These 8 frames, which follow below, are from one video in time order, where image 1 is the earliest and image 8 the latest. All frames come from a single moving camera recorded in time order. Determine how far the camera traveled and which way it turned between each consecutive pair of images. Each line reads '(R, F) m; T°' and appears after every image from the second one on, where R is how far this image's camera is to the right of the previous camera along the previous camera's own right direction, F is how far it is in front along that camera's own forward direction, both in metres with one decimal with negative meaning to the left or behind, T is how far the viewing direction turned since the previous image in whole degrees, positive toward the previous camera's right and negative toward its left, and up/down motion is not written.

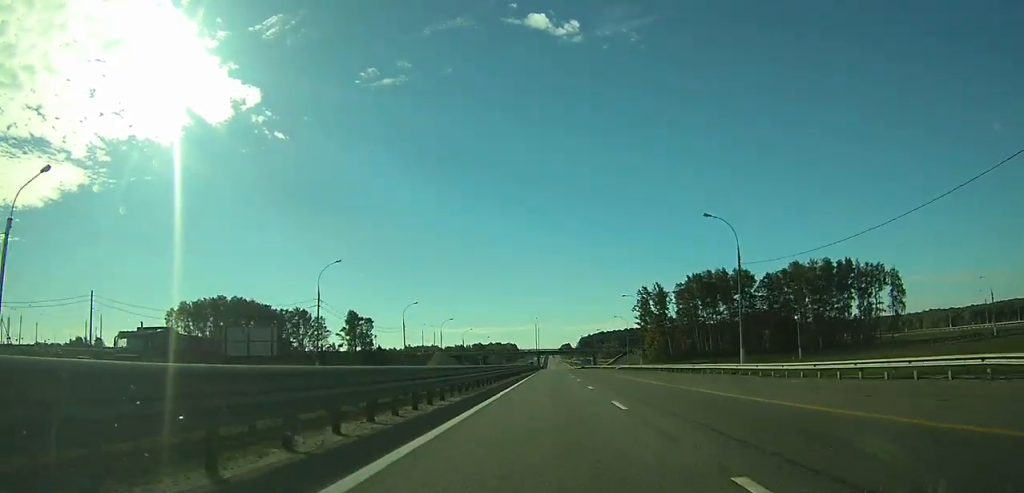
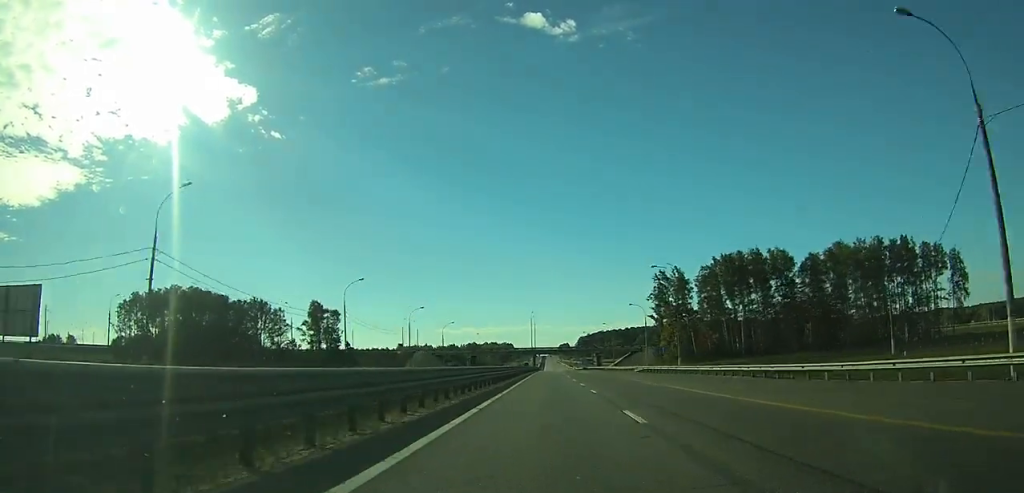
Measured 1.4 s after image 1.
(0.0, +28.3) m; 0°
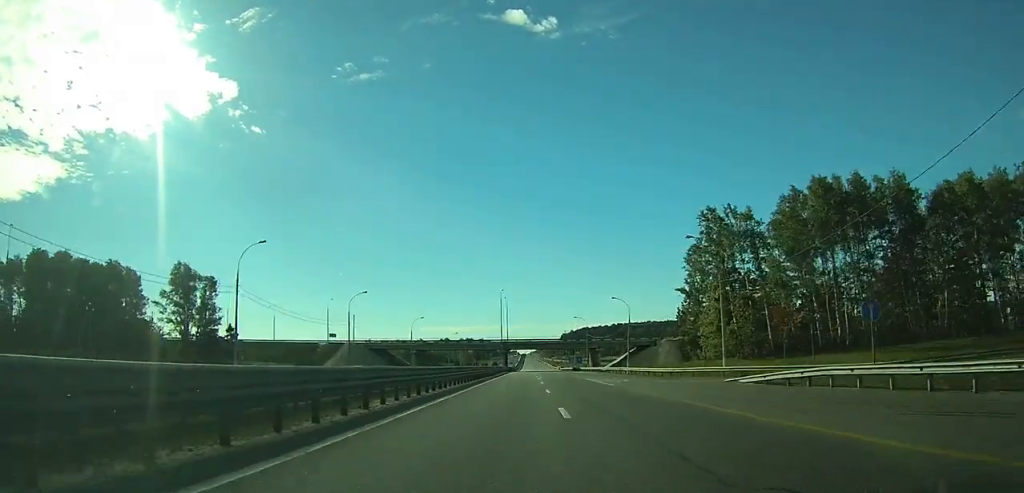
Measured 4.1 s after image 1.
(+0.5, +53.1) m; +1°
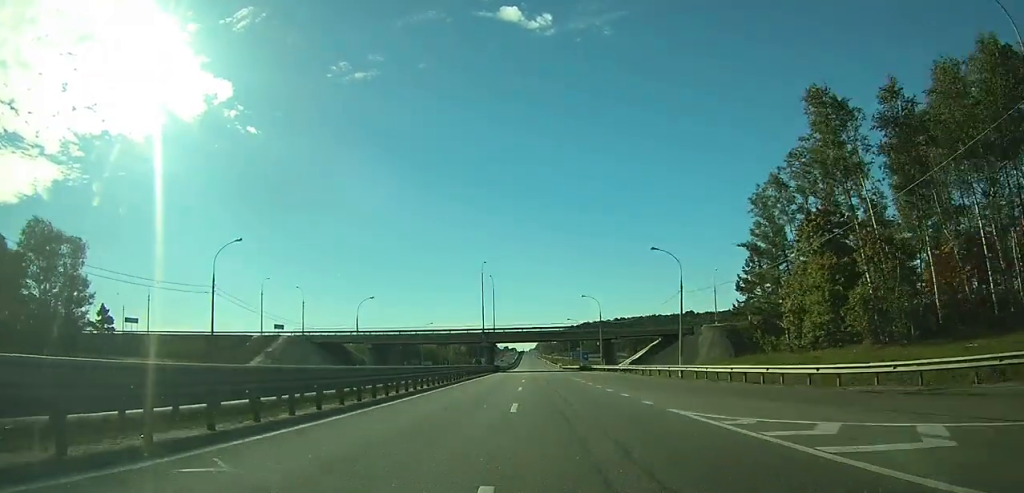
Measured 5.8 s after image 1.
(+0.2, +34.3) m; 0°
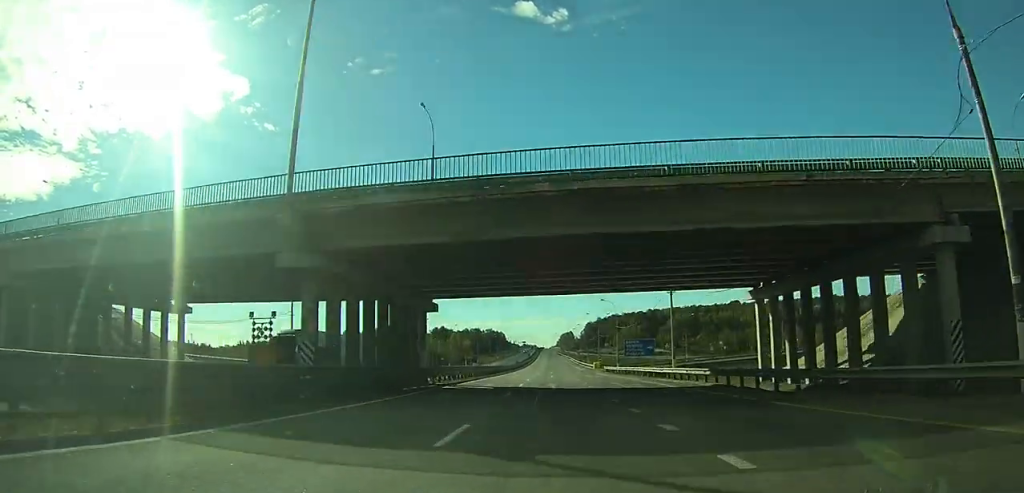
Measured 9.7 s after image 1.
(-1.4, +77.8) m; -2°
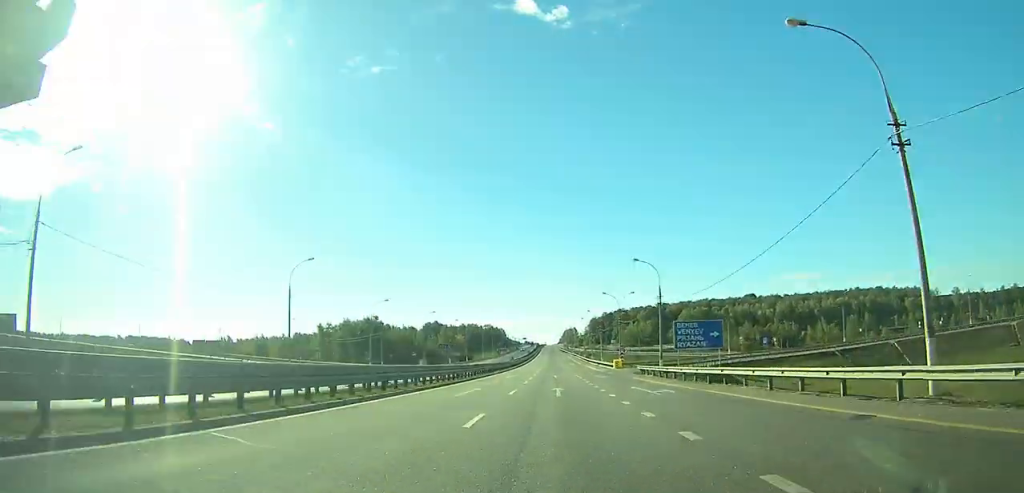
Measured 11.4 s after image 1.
(-0.1, +33.3) m; 0°
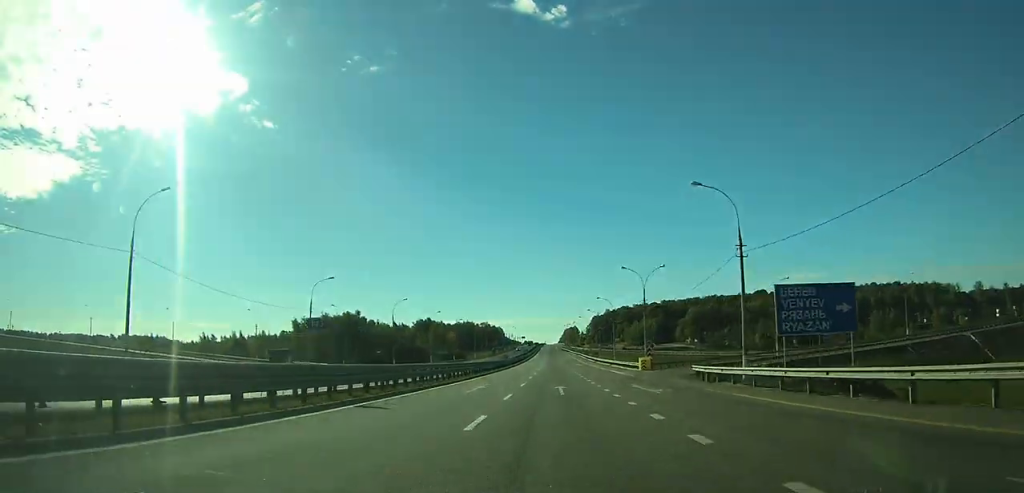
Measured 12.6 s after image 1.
(-0.1, +24.4) m; 0°
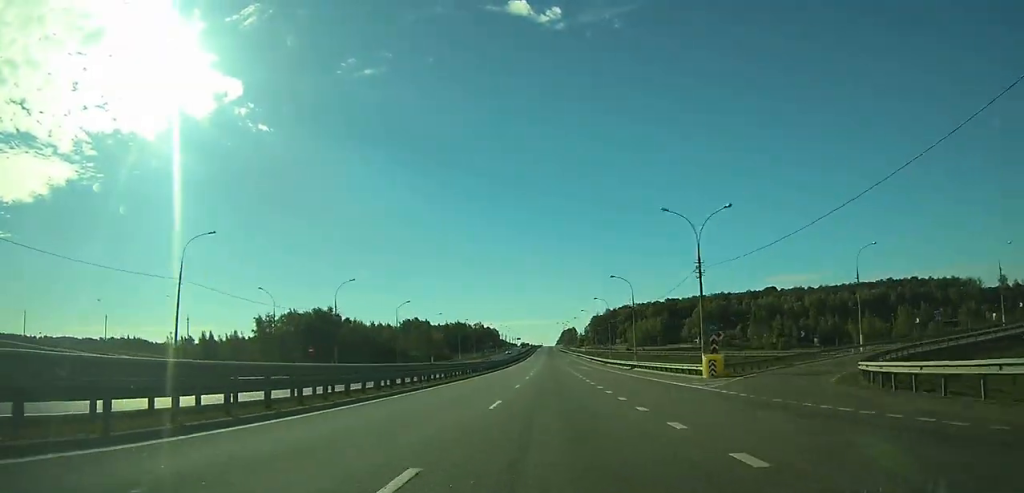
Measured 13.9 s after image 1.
(-0.1, +26.1) m; 0°
